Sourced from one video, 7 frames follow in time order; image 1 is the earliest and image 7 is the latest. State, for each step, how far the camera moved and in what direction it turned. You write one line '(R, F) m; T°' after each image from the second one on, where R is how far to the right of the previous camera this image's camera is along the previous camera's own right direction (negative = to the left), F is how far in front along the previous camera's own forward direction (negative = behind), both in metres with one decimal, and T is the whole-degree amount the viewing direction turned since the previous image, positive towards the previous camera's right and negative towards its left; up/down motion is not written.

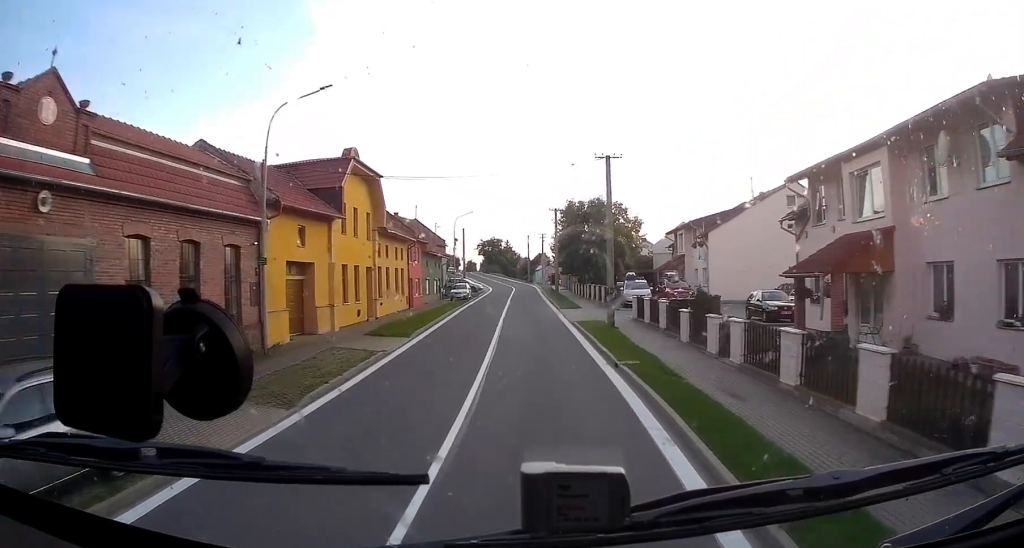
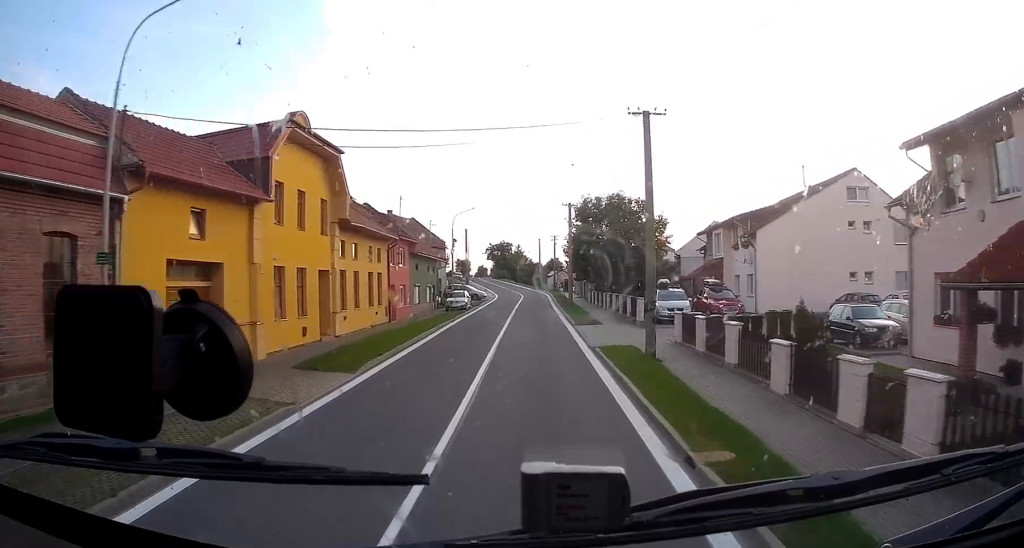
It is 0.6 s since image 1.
(-0.4, +8.7) m; -3°
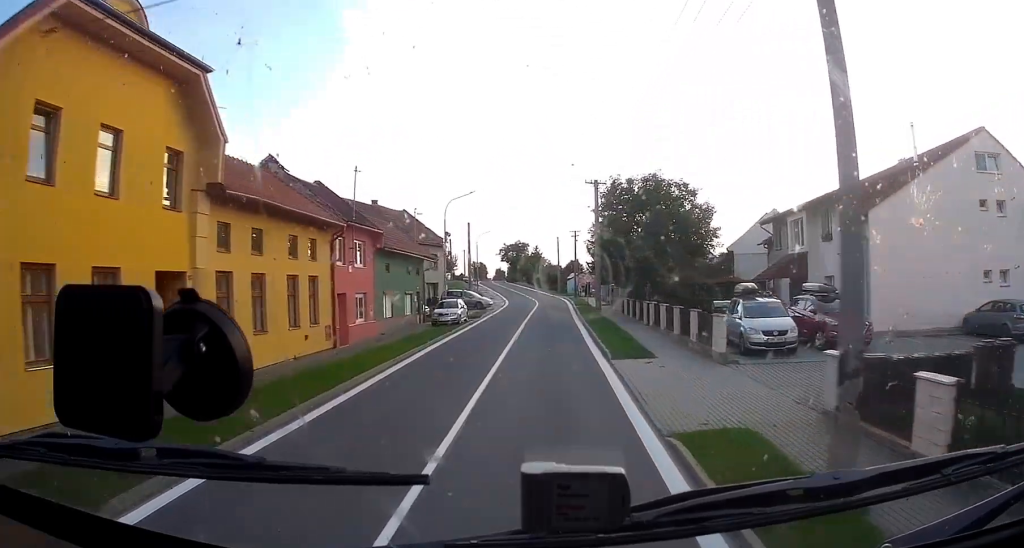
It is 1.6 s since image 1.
(-0.5, +12.4) m; -2°
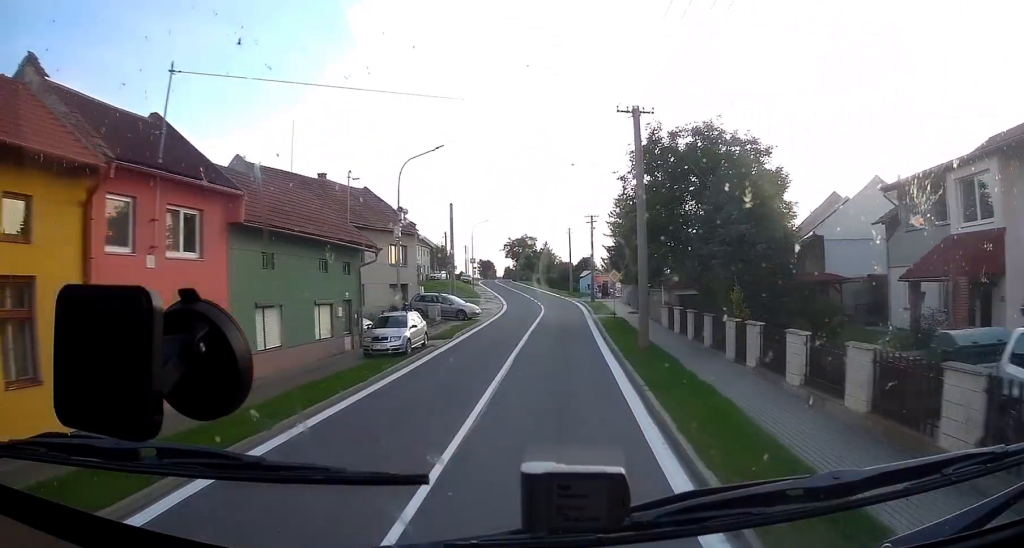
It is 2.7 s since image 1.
(0.0, +15.0) m; +1°
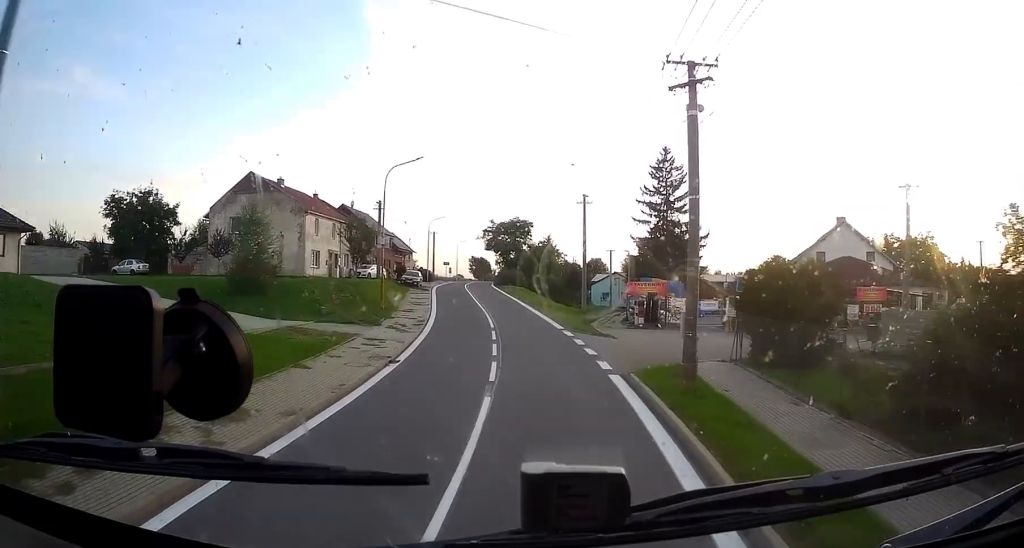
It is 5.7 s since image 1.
(+0.6, +39.2) m; +1°
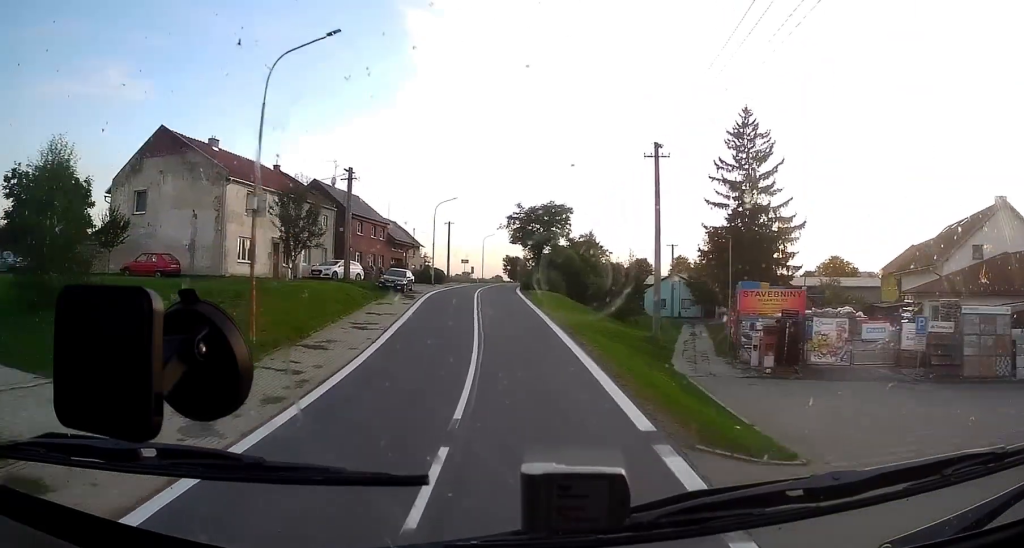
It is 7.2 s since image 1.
(-0.3, +19.2) m; -6°
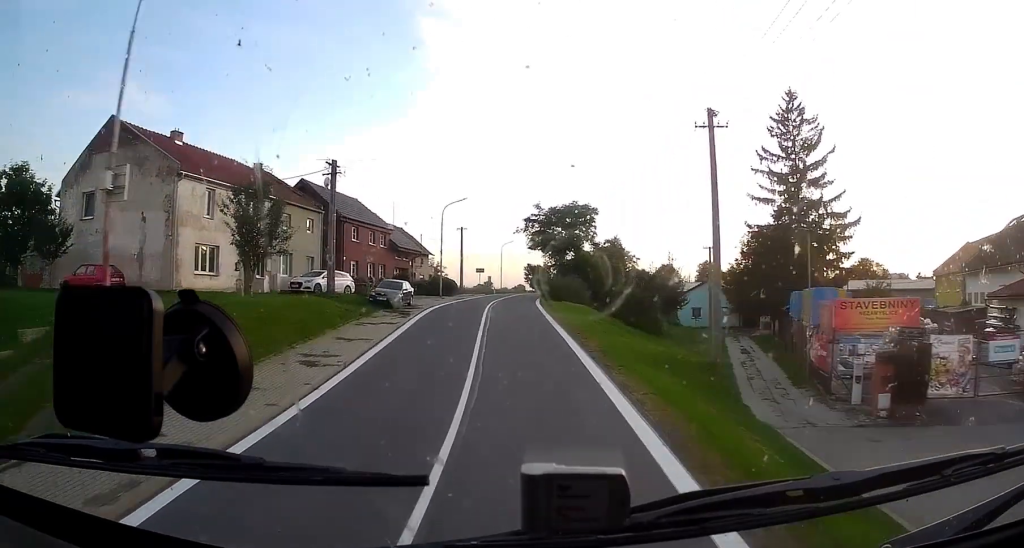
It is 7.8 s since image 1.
(-0.7, +7.2) m; -2°
